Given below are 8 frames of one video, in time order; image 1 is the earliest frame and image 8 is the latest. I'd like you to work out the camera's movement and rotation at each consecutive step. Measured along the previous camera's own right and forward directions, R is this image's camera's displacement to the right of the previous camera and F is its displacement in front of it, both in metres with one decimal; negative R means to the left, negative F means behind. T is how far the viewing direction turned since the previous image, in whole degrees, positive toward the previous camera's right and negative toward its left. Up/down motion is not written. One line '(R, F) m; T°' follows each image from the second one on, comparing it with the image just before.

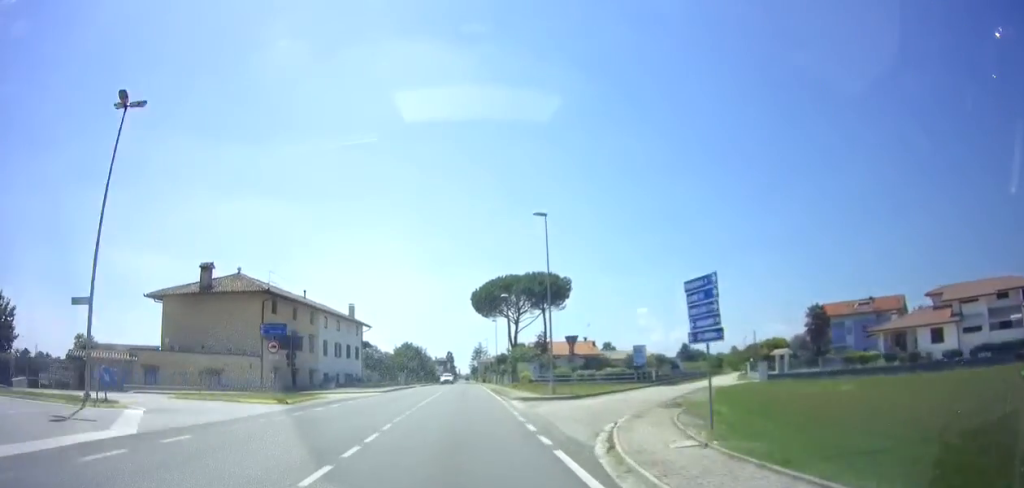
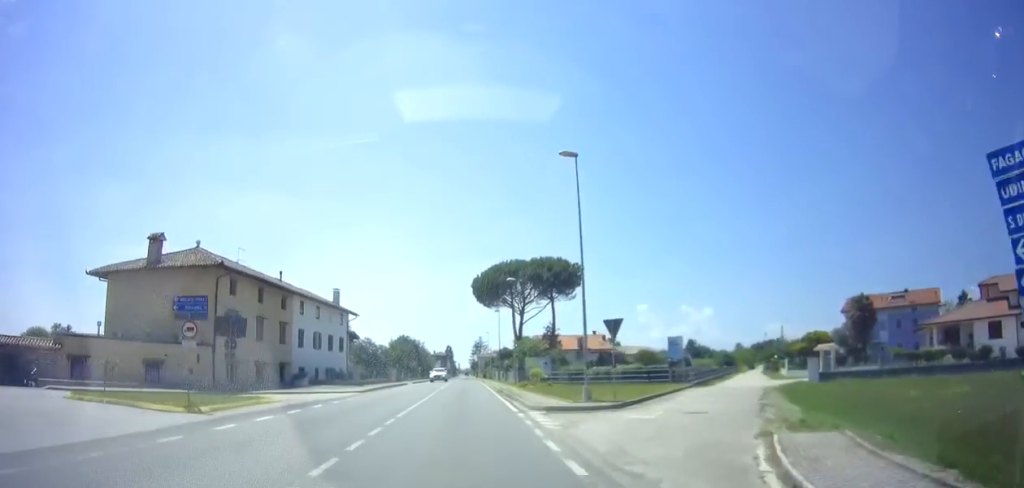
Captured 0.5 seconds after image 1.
(-0.1, +7.4) m; 0°
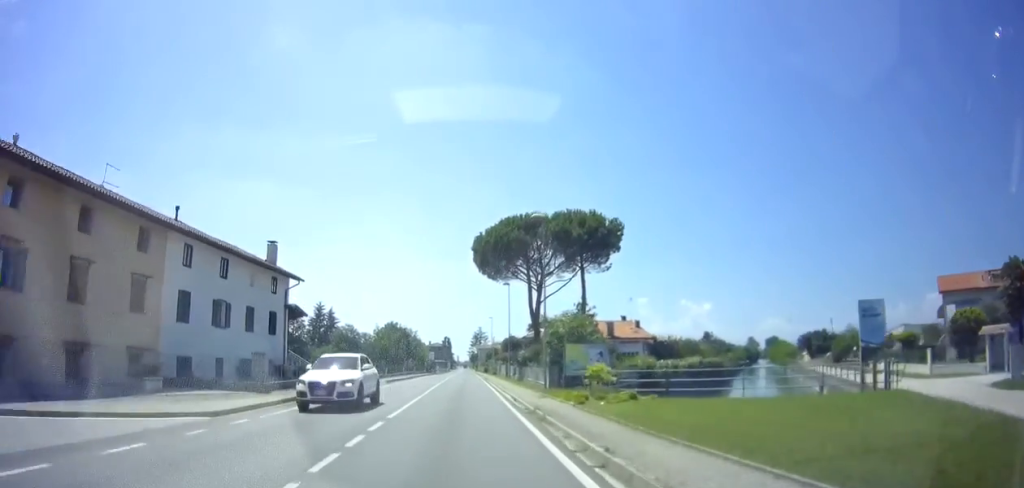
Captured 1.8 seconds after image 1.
(+0.1, +19.0) m; 0°
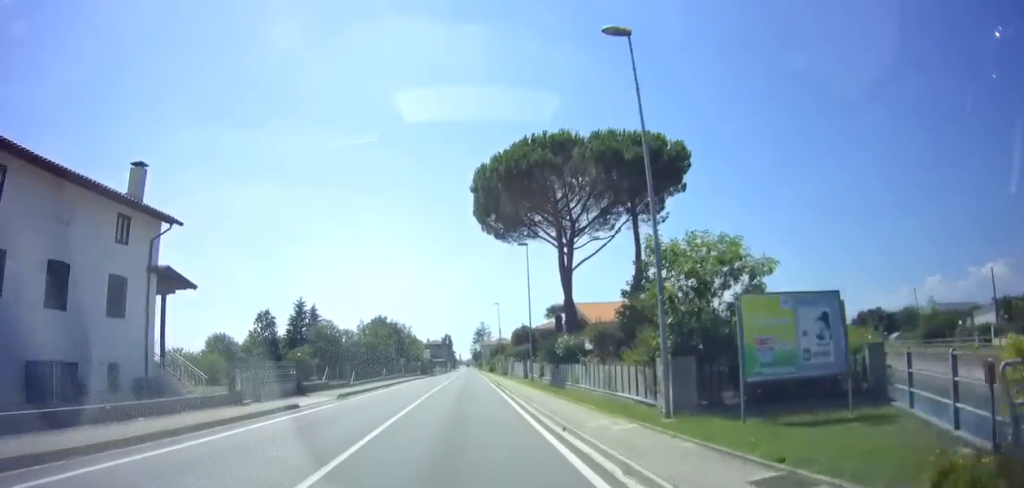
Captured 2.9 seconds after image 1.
(0.0, +16.6) m; 0°
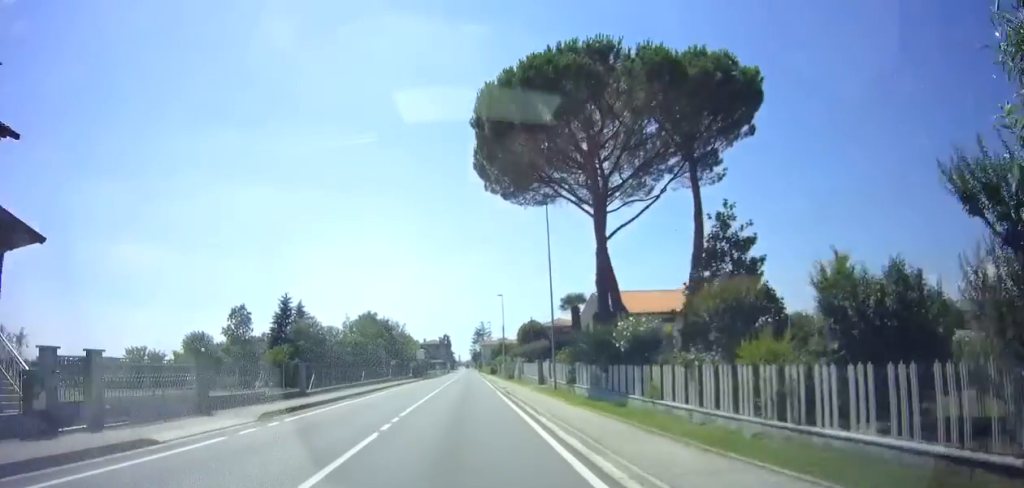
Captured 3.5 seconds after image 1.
(0.0, +9.7) m; 0°
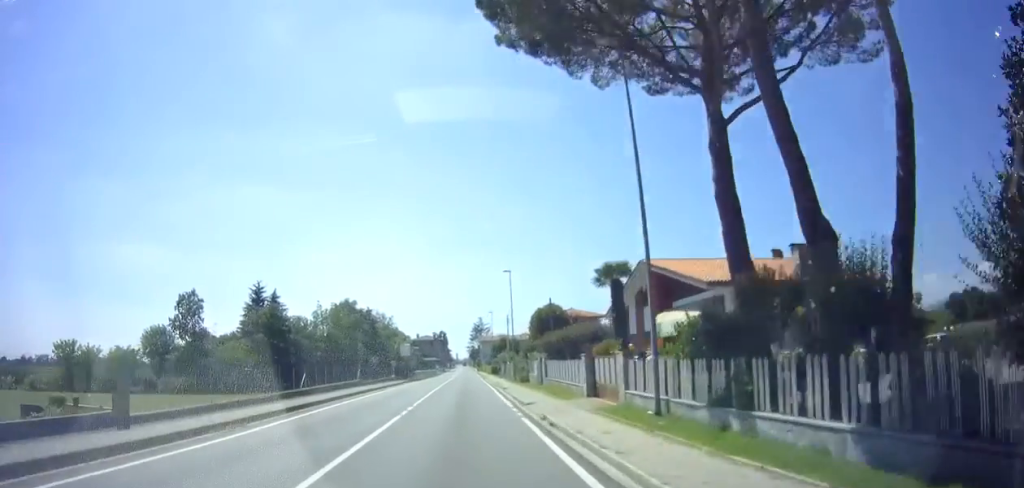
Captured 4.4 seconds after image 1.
(0.0, +14.3) m; 0°
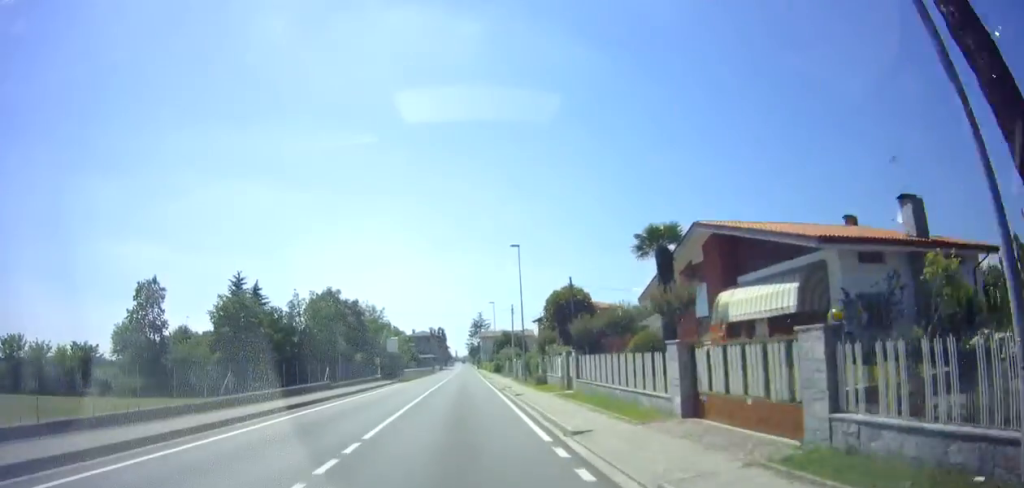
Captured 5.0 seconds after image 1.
(0.0, +9.3) m; 0°
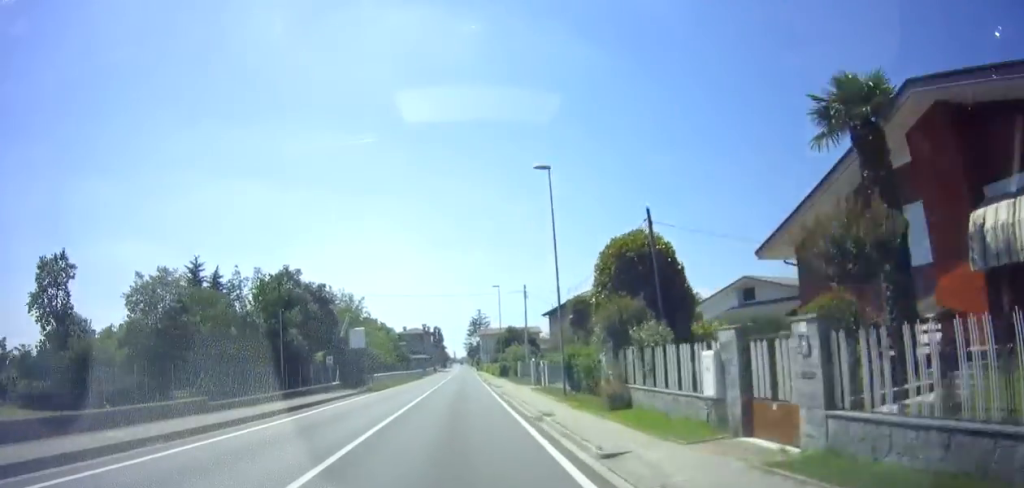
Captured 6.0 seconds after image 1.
(+0.1, +15.0) m; 0°
